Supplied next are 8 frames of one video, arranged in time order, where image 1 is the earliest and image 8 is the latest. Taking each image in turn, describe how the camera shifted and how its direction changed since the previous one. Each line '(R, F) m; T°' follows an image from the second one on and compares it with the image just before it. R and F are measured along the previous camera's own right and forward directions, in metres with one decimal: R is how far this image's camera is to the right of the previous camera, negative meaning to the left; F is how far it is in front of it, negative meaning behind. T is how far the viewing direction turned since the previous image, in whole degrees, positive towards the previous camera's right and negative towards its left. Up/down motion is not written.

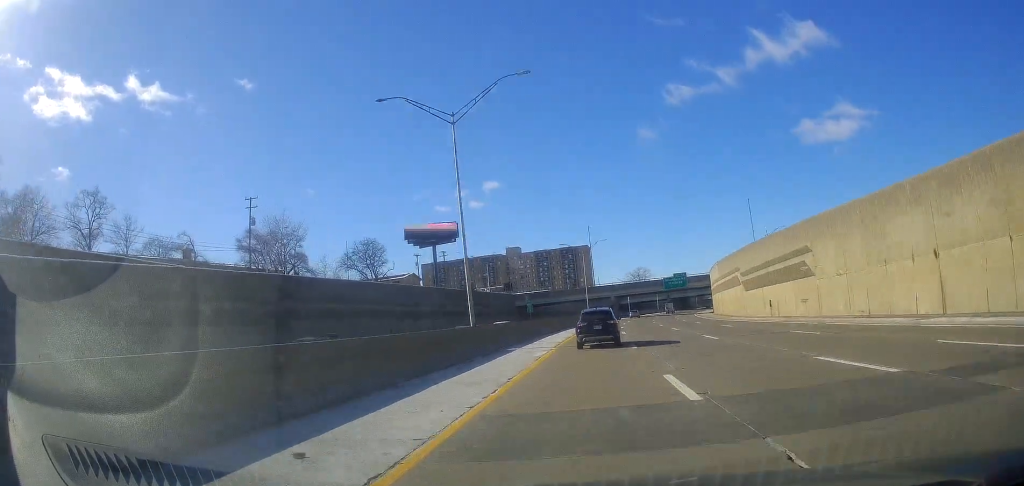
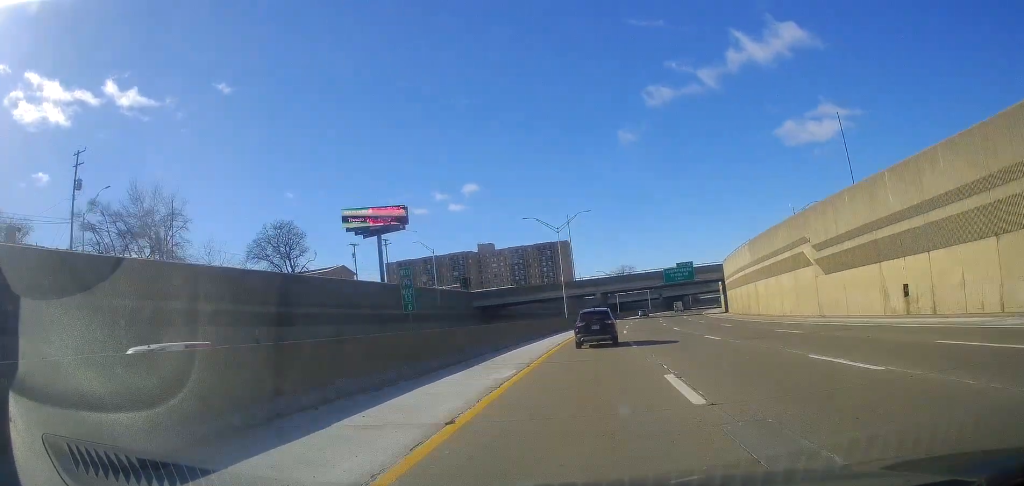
(+0.5, +30.6) m; +3°
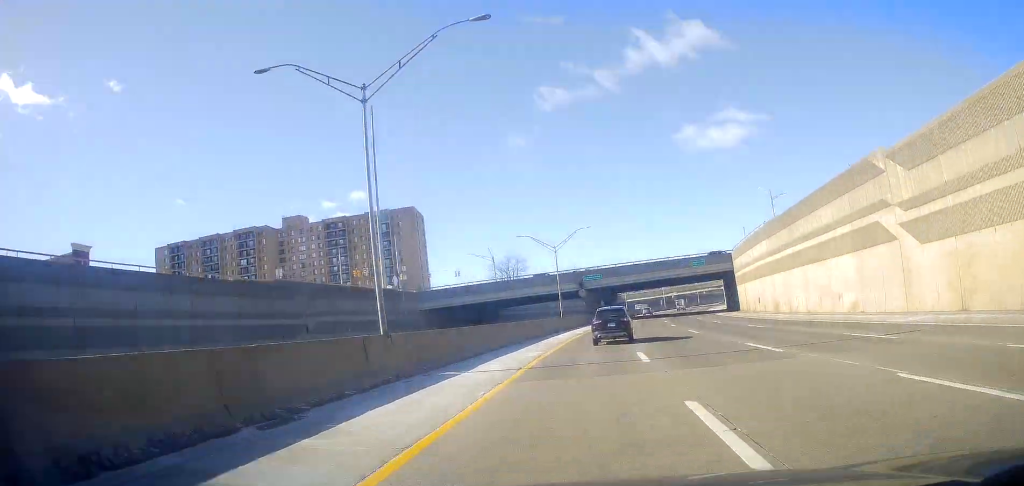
(+12.9, +112.8) m; +13°
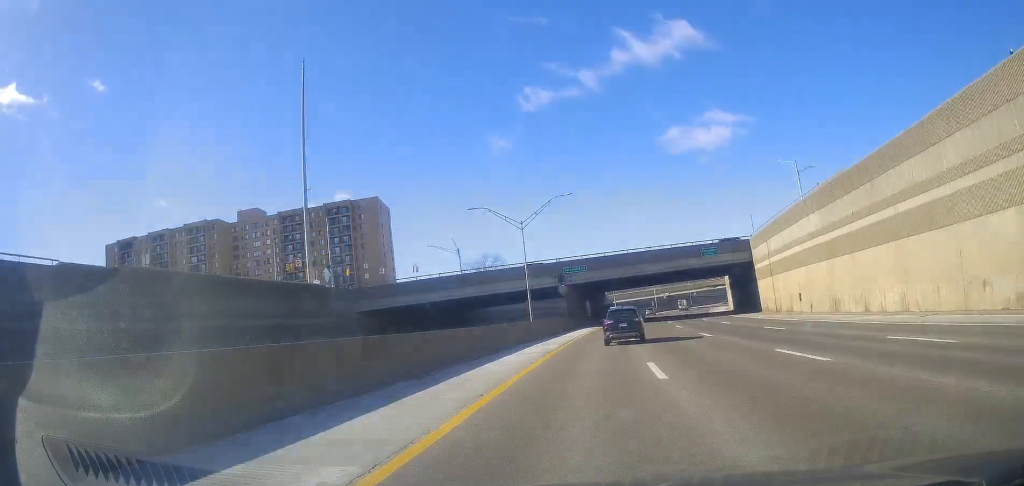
(+0.5, +19.1) m; +2°
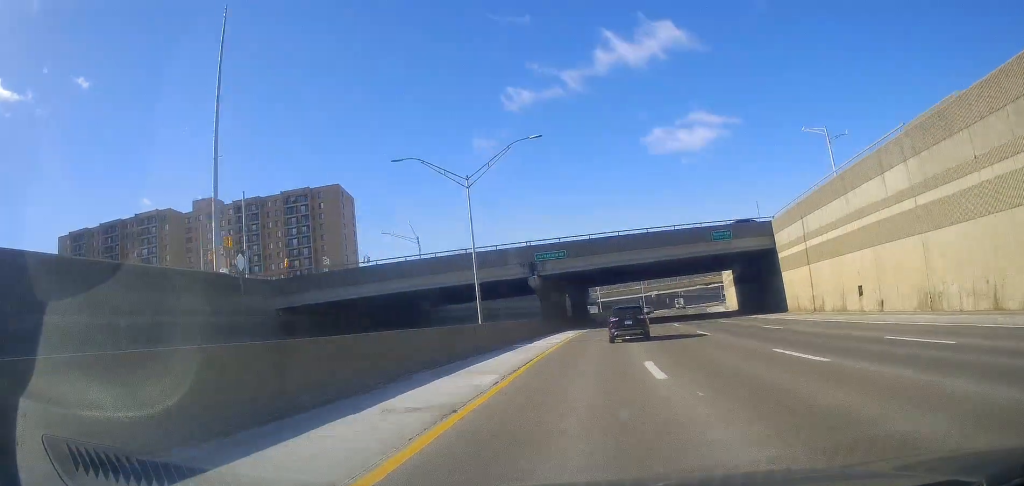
(+0.1, +15.5) m; +1°
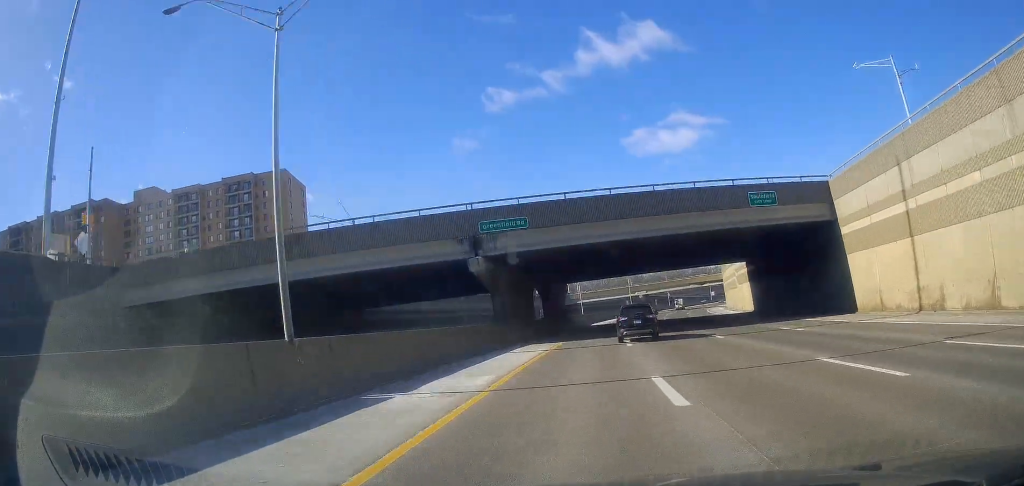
(+0.5, +19.3) m; +2°
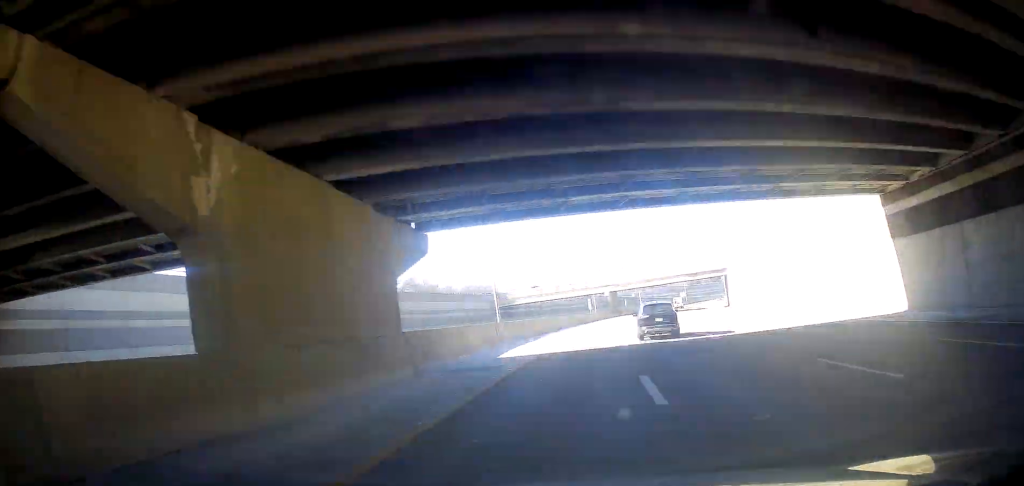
(+1.9, +47.1) m; +5°
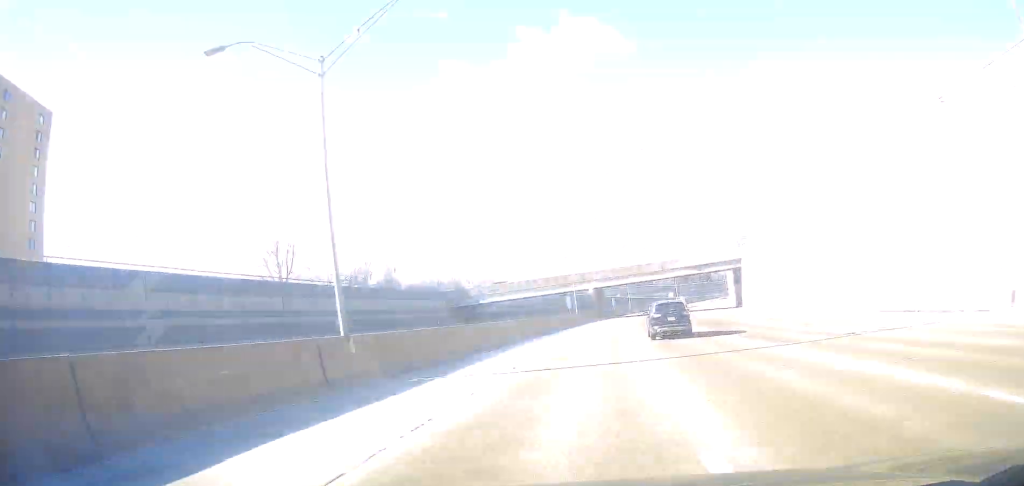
(+0.4, +21.7) m; +2°
